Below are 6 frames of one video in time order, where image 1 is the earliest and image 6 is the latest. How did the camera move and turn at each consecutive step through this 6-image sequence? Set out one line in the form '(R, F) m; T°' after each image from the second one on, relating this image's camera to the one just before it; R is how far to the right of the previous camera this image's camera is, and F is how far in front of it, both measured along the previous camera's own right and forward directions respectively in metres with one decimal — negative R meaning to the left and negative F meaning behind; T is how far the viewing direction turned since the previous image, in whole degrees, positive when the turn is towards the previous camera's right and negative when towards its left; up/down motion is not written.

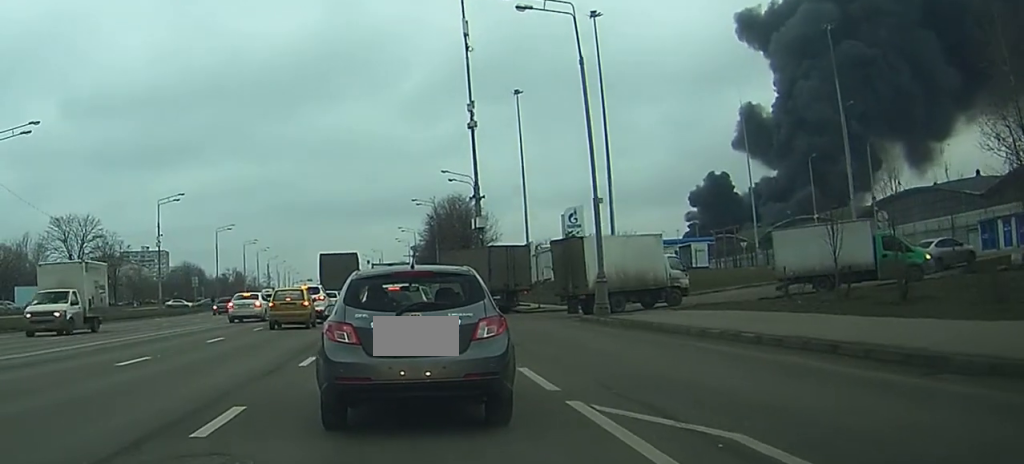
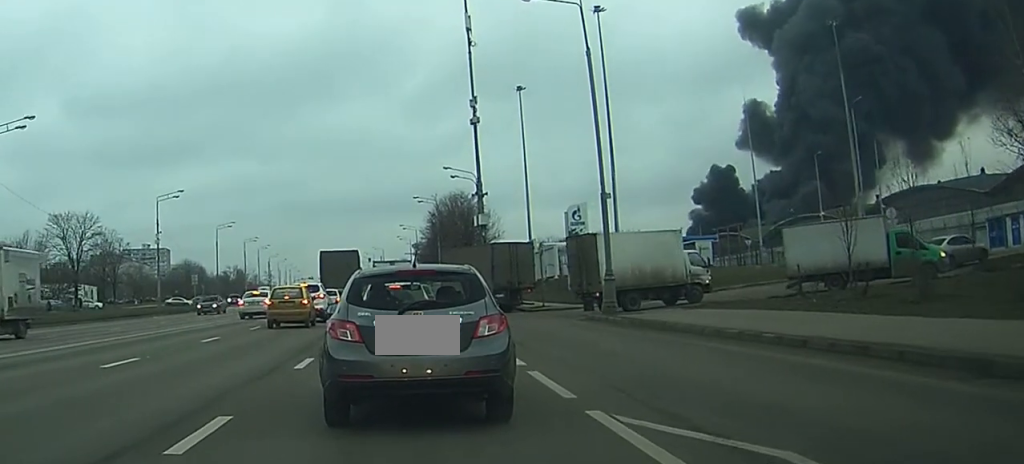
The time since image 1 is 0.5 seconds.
(0.0, +0.9) m; 0°
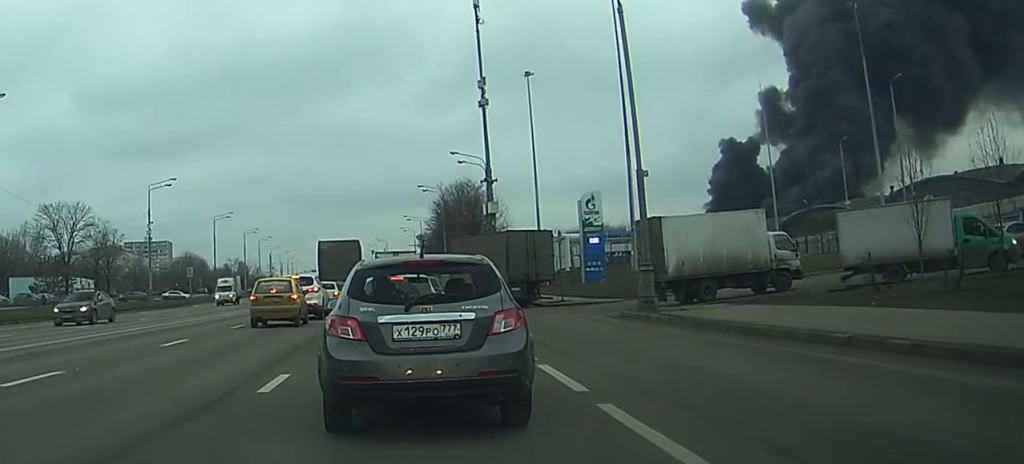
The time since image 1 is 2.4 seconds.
(0.0, +3.9) m; 0°
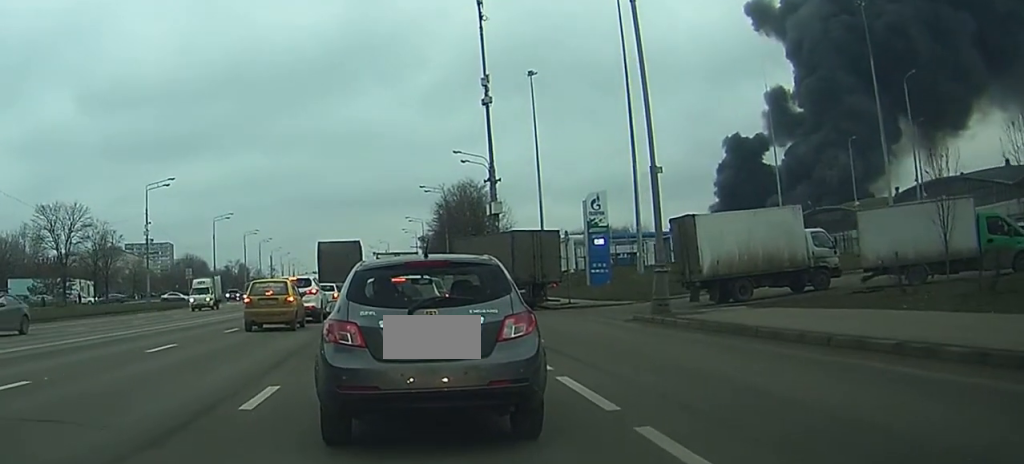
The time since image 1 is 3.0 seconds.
(0.0, +1.2) m; +1°
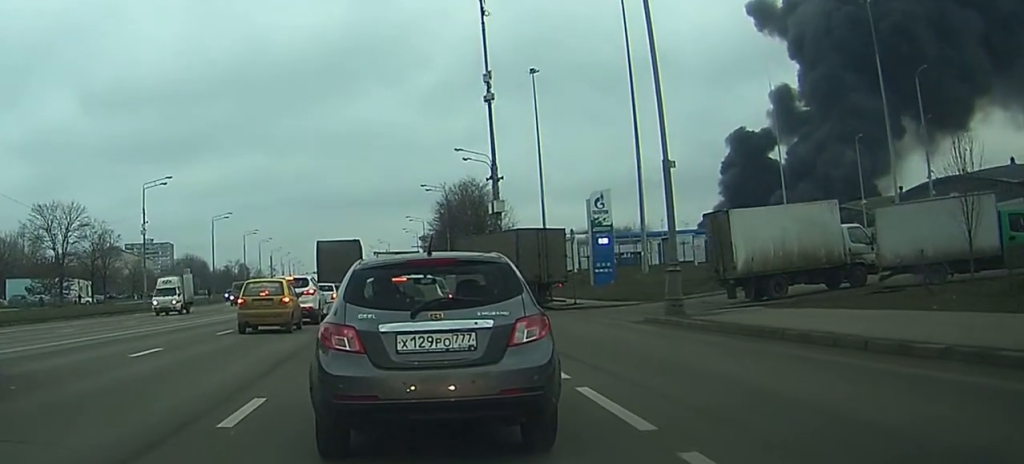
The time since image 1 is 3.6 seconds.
(0.0, +1.0) m; +1°
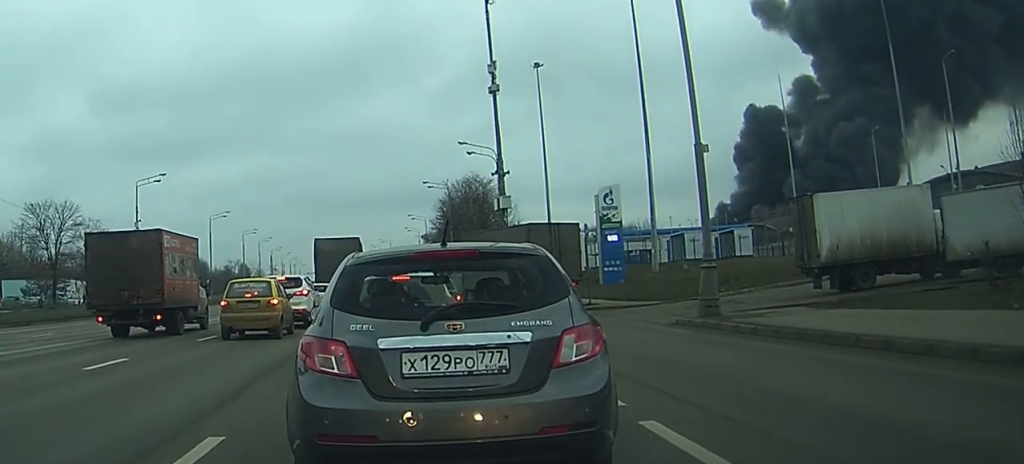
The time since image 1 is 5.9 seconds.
(+0.1, +2.4) m; 0°
